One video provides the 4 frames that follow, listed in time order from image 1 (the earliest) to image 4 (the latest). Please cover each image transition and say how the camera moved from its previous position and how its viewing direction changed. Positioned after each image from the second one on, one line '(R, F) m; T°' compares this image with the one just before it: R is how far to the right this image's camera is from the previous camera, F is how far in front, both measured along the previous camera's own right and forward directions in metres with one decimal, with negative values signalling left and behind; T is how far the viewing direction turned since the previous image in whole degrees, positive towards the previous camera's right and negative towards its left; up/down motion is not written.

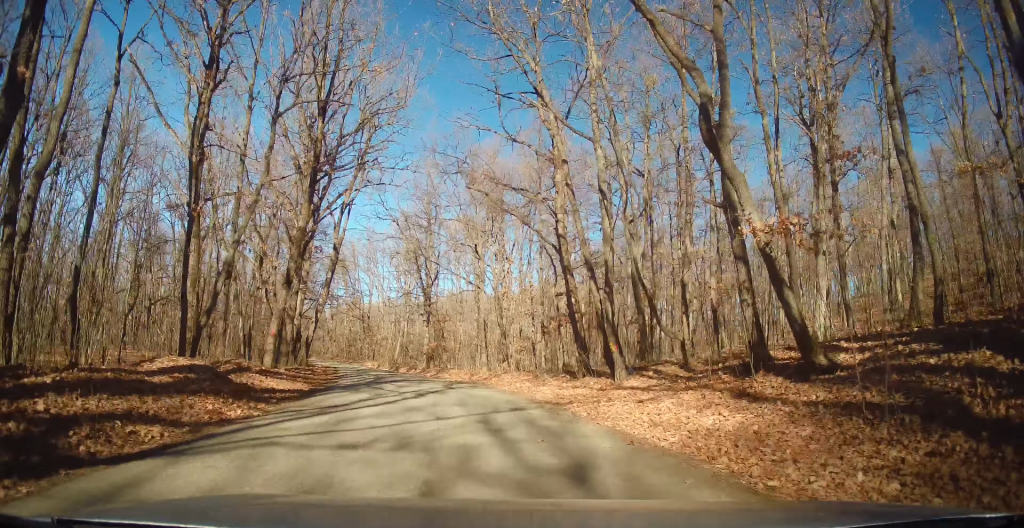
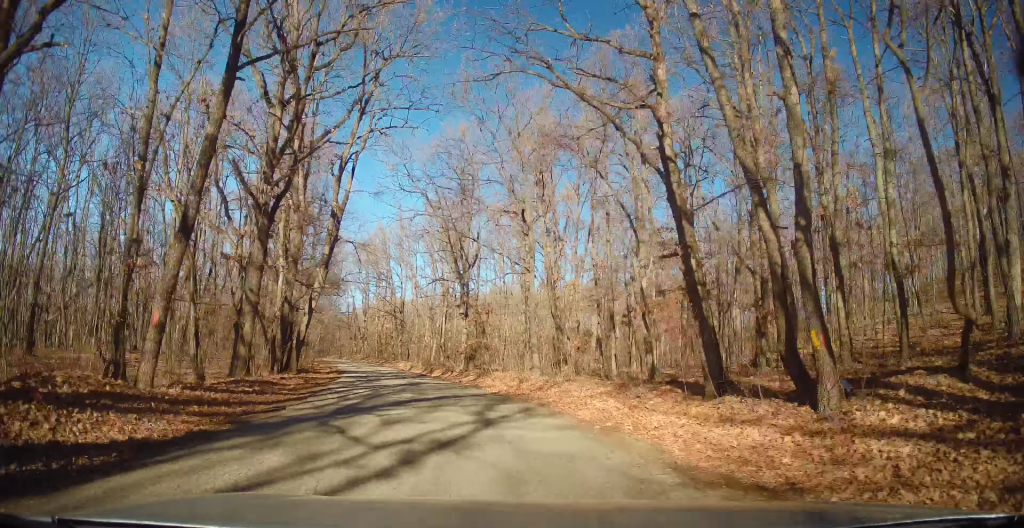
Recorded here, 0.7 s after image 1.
(-0.3, +8.2) m; -5°
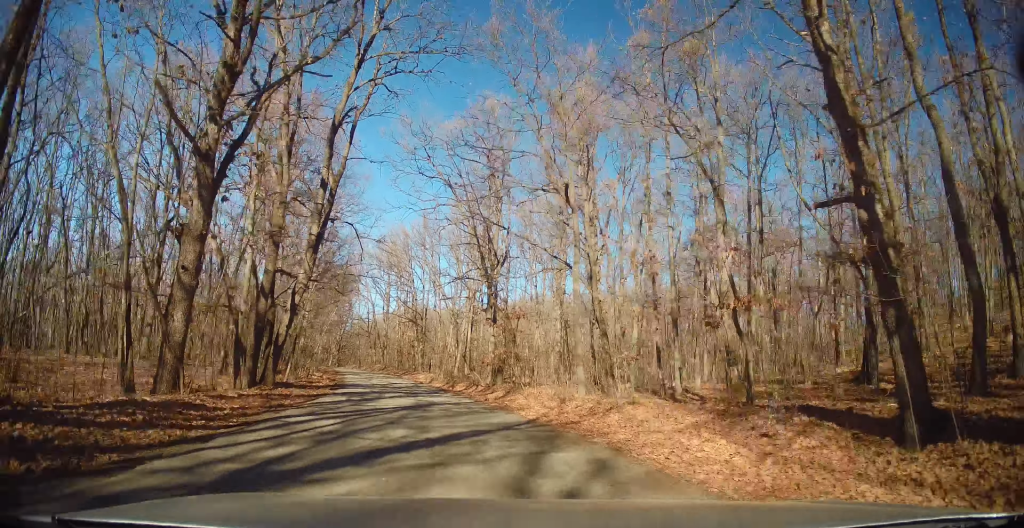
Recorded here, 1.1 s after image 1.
(-0.1, +5.3) m; -3°
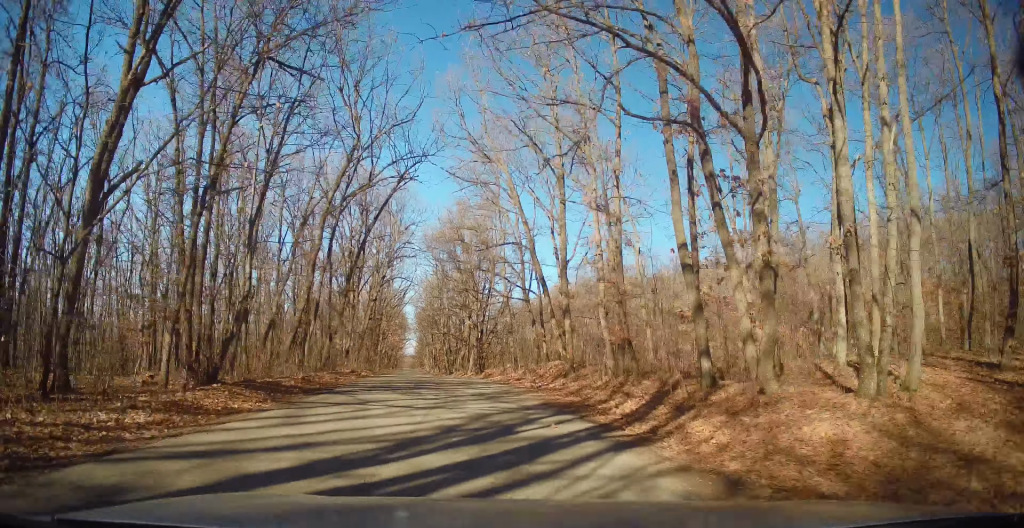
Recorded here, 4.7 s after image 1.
(-10.1, +44.3) m; -25°
